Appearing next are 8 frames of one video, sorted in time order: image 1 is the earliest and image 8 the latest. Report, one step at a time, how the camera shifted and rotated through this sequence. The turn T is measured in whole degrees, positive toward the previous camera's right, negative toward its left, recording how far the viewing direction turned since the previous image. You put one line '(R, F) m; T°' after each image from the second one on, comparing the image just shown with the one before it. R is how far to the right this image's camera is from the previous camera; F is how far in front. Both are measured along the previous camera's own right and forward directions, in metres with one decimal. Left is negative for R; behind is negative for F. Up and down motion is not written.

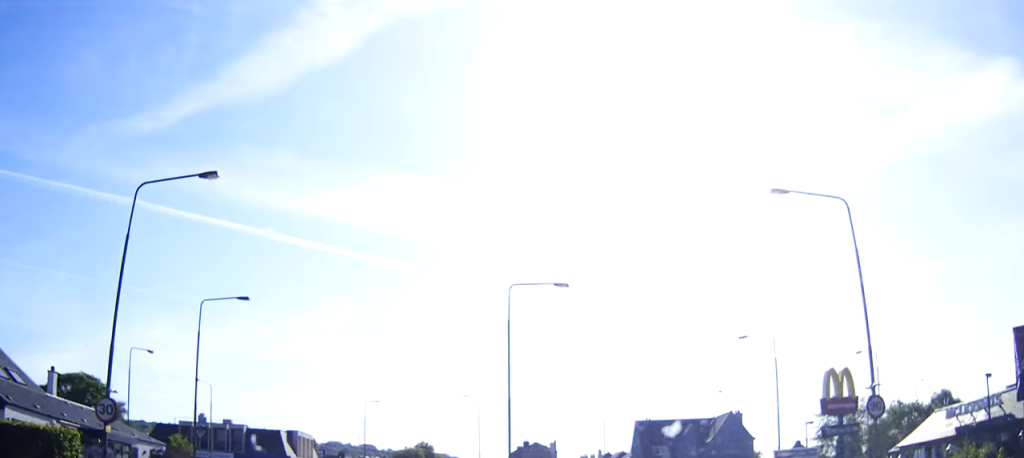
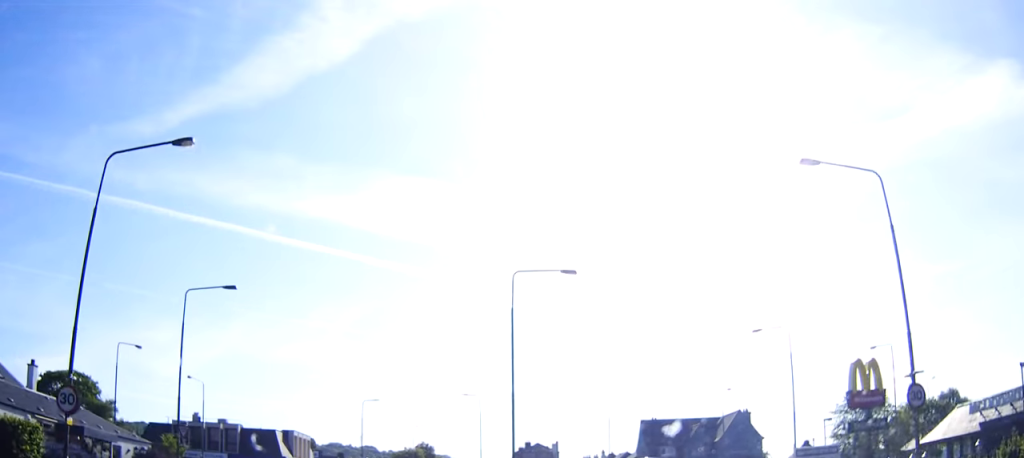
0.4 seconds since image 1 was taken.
(0.0, +2.3) m; 0°
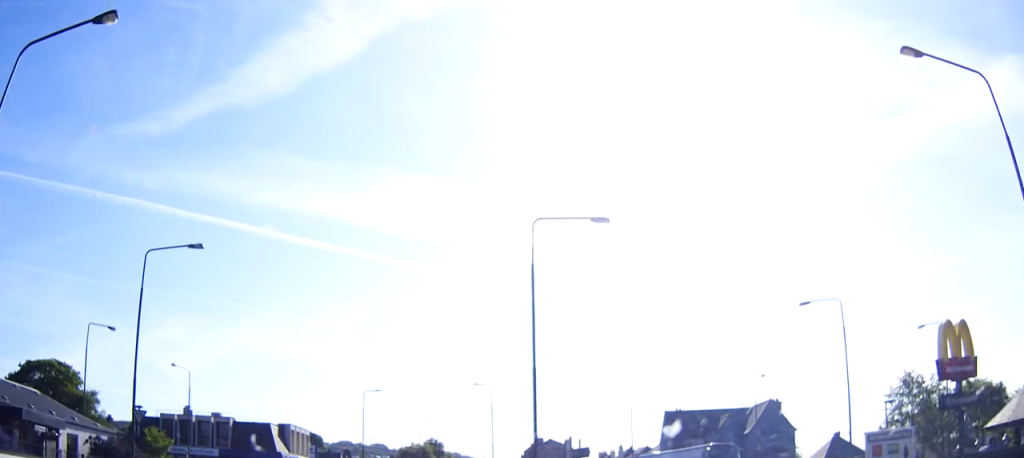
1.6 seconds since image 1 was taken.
(-0.1, +5.9) m; -5°
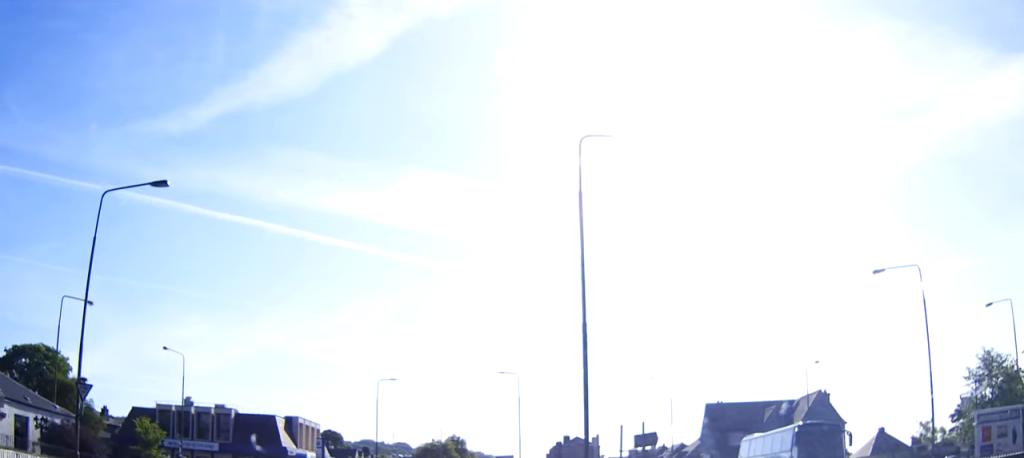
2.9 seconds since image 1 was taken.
(-0.4, +6.6) m; -4°
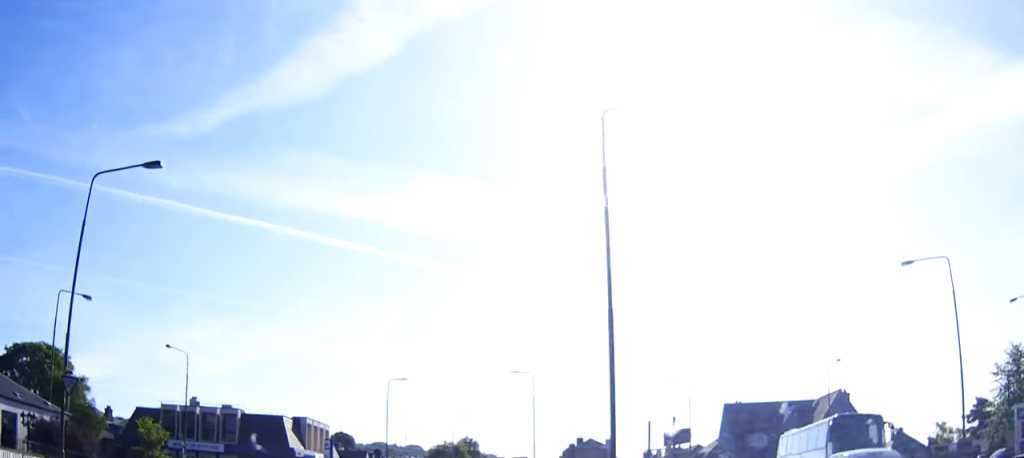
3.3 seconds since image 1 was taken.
(0.0, +1.9) m; 0°
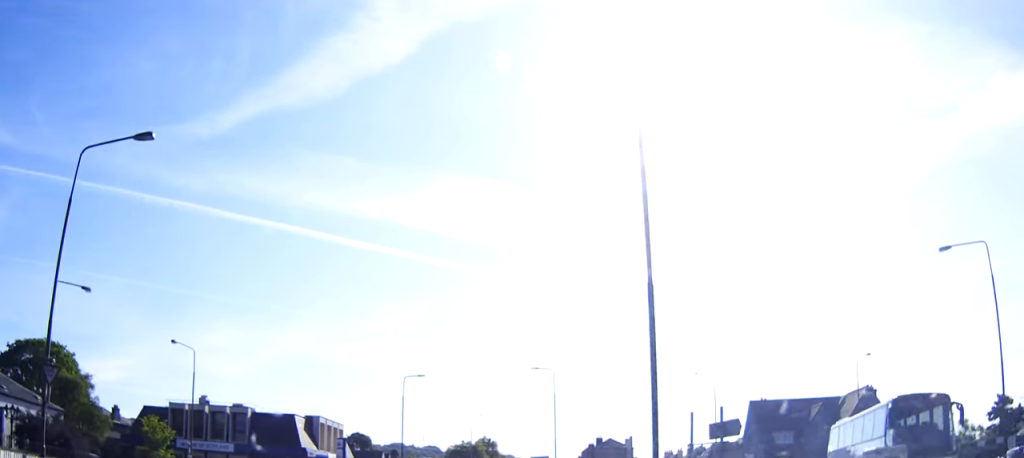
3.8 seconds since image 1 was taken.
(0.0, +2.3) m; 0°
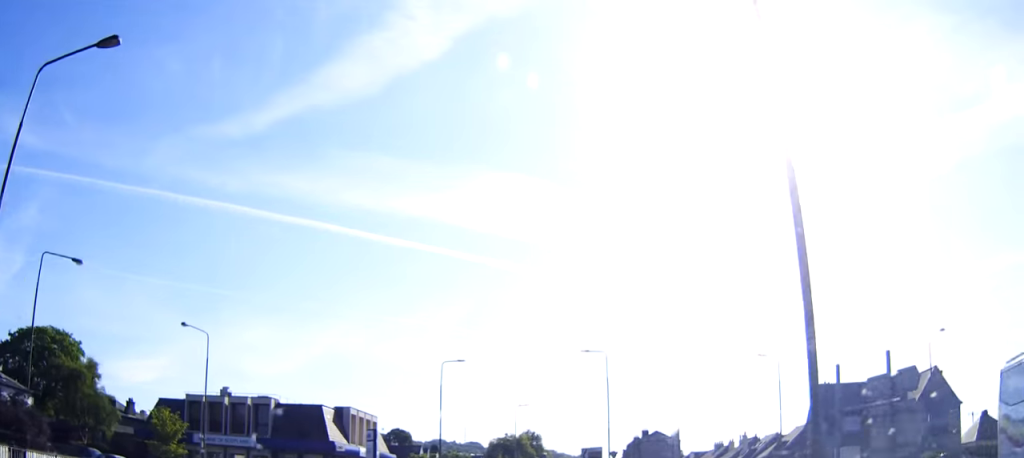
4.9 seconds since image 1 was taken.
(0.0, +5.6) m; 0°
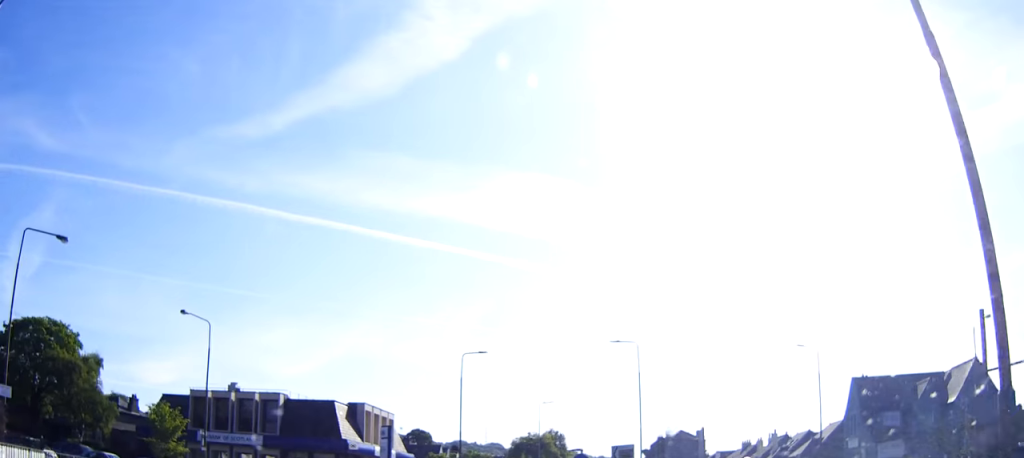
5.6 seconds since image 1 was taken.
(0.0, +3.5) m; 0°
